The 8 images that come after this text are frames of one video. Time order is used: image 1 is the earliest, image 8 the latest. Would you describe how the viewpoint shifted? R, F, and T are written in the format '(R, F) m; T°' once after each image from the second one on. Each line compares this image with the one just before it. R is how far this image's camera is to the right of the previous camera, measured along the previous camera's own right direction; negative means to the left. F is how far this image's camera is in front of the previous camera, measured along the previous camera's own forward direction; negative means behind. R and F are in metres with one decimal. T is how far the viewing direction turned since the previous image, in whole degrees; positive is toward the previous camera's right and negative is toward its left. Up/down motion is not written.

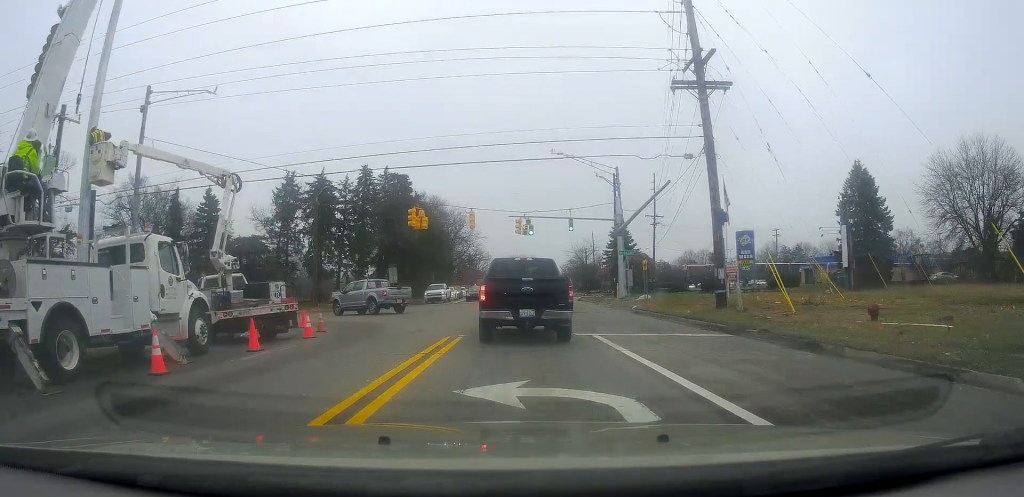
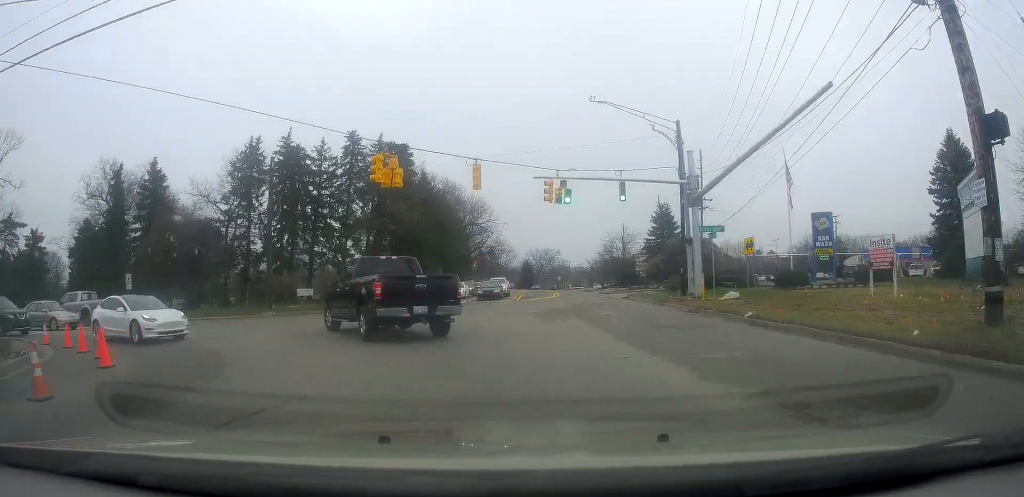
(0.0, +14.3) m; -3°
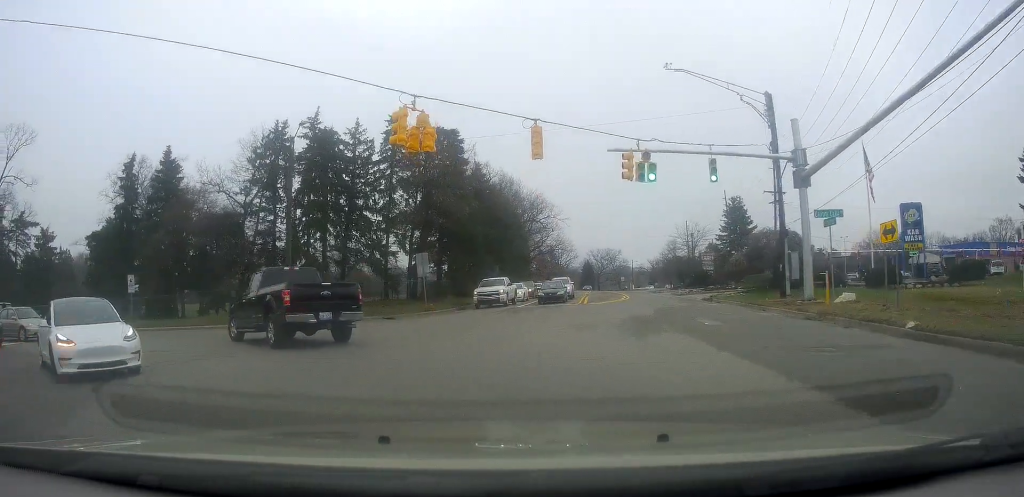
(-0.2, +5.9) m; -6°
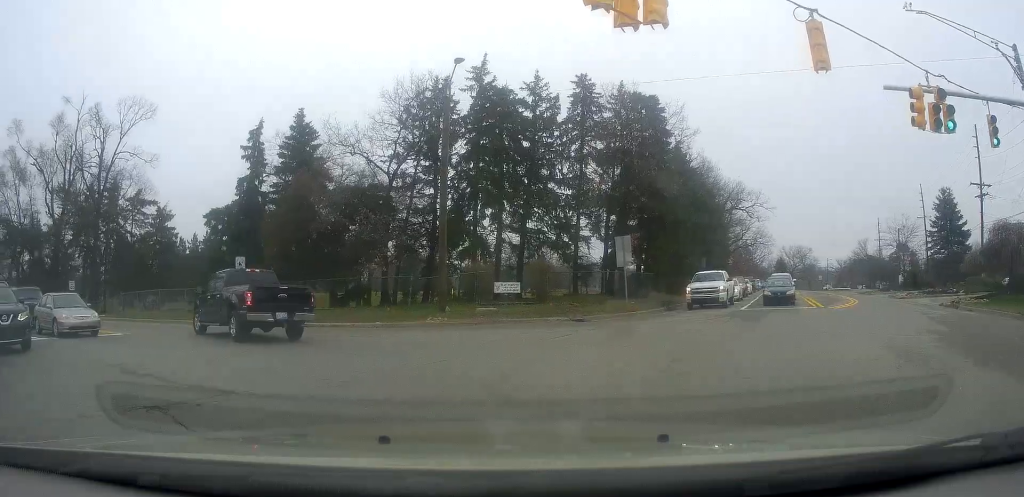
(-0.8, +7.5) m; -14°
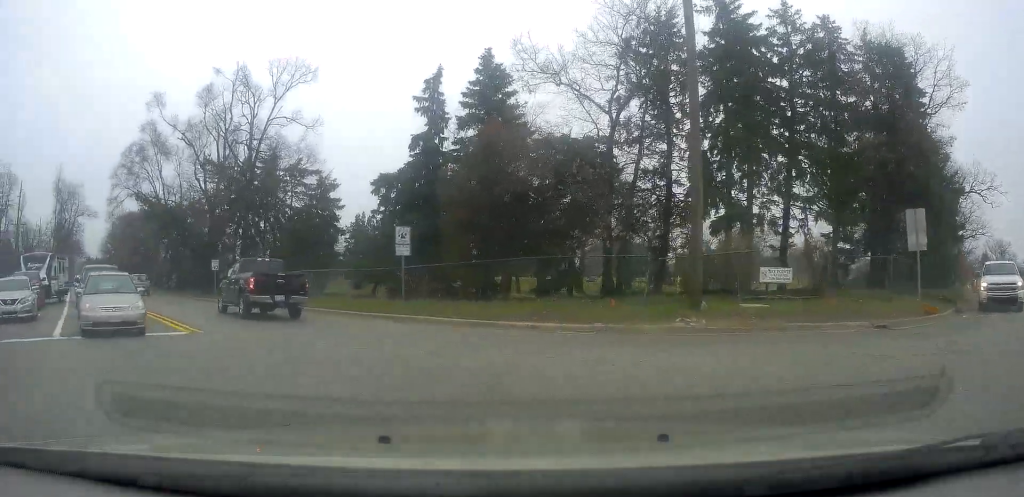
(-1.1, +7.5) m; -20°
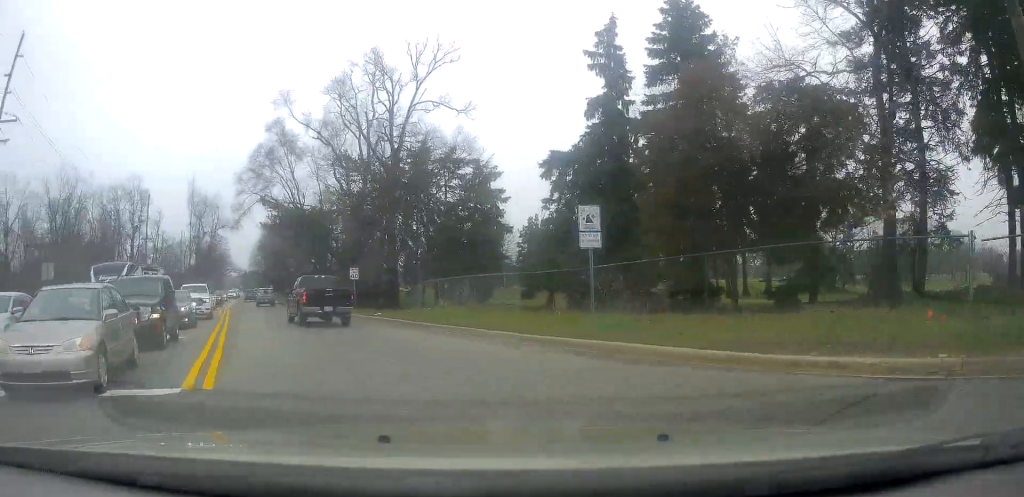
(-1.1, +6.5) m; -18°
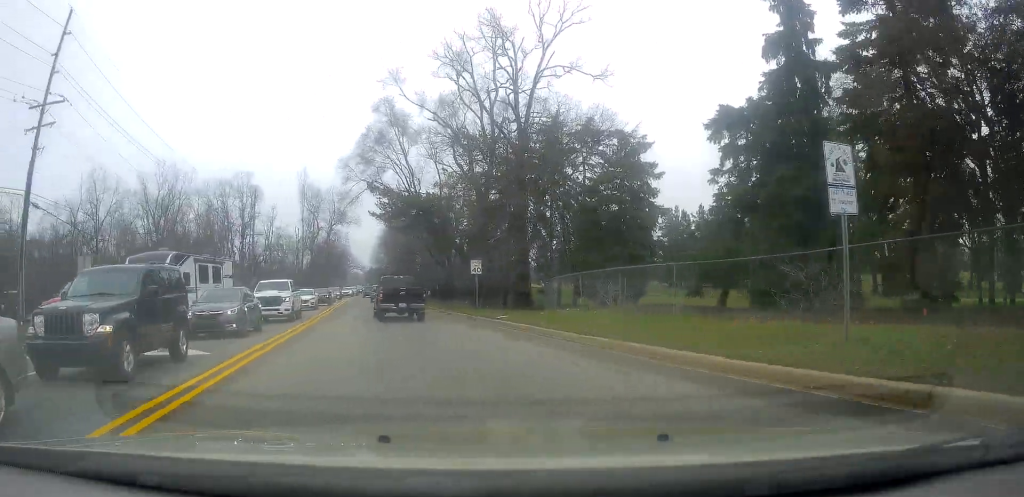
(-1.0, +5.5) m; -9°
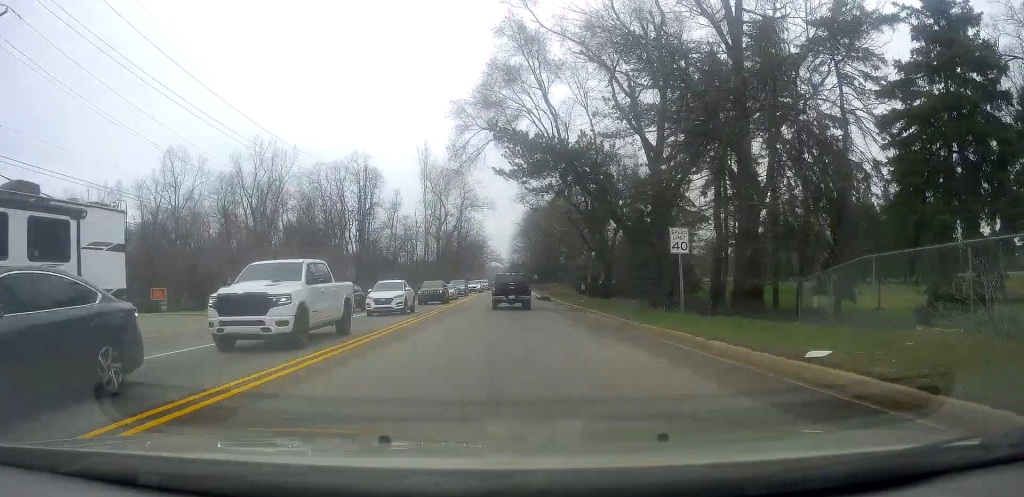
(-1.2, +13.0) m; -16°
